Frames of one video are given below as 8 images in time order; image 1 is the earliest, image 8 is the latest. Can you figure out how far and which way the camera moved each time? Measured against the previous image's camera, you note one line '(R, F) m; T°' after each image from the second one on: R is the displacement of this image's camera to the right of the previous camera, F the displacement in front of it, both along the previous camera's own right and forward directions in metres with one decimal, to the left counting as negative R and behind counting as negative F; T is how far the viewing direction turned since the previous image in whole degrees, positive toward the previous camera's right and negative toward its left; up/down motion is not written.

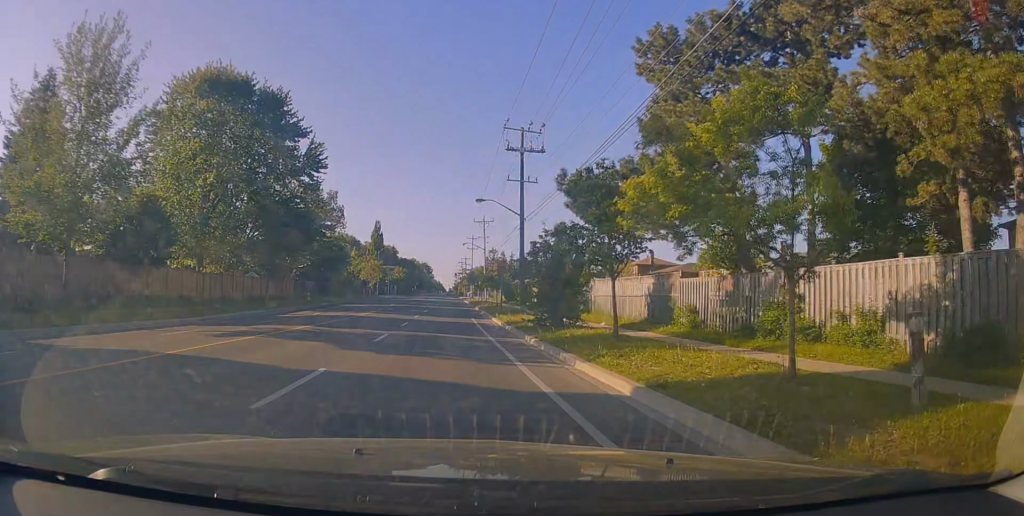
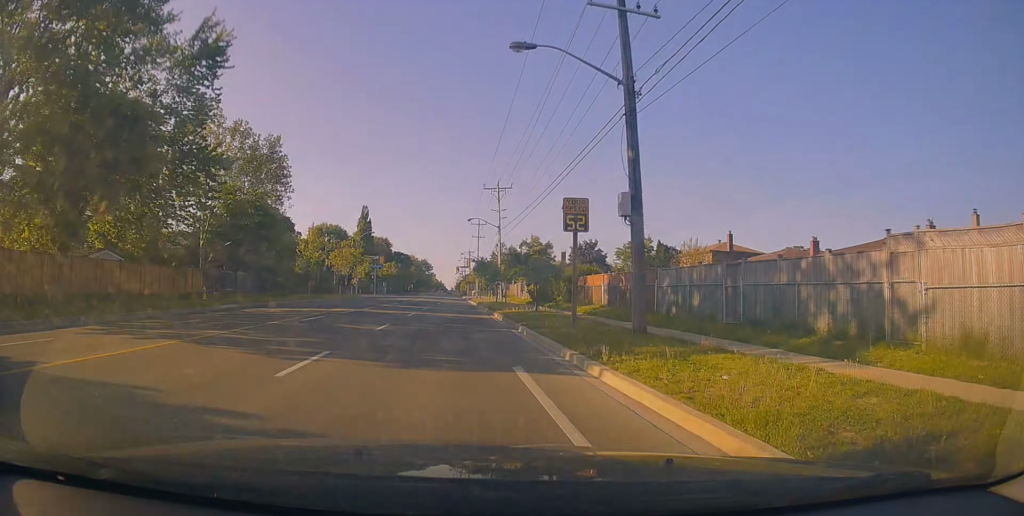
(-0.1, +25.4) m; +1°
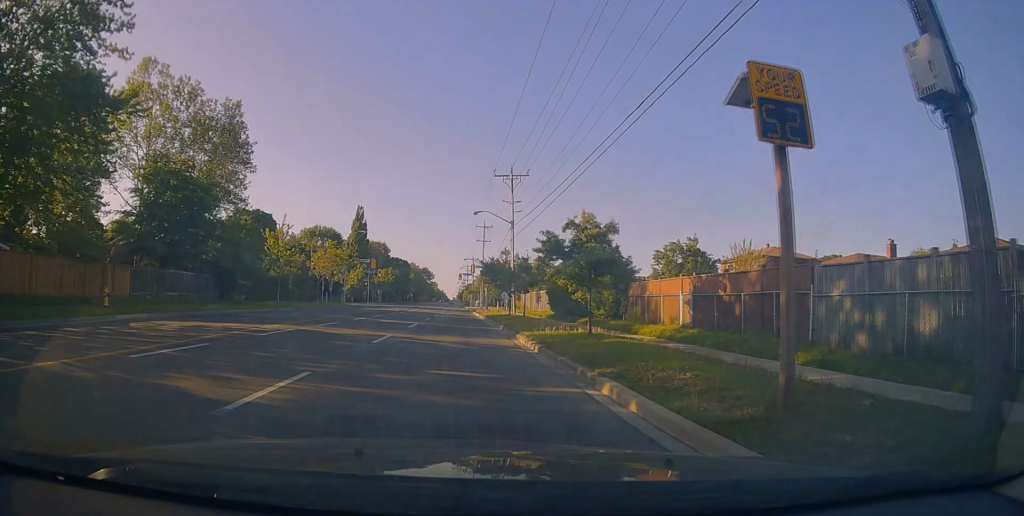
(+0.1, +10.9) m; 0°
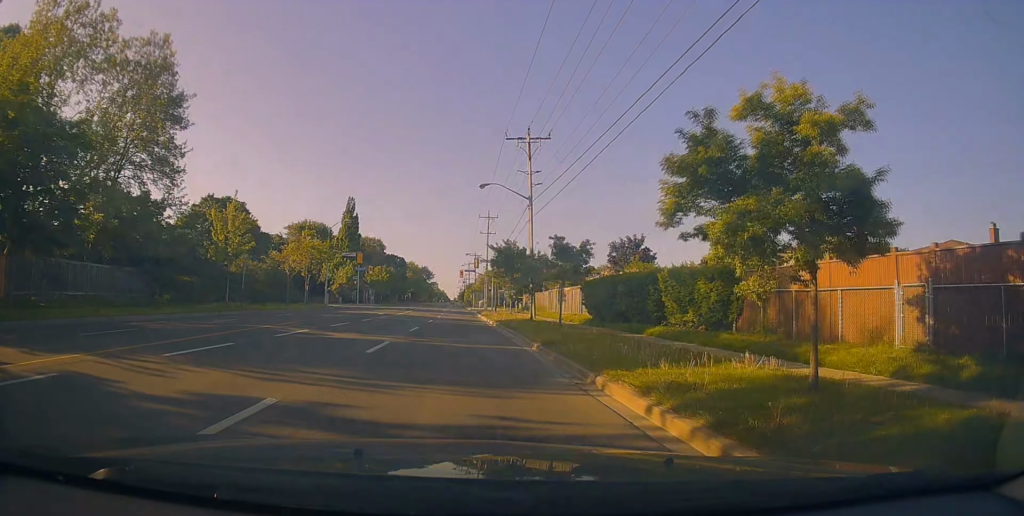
(-0.1, +11.4) m; -1°
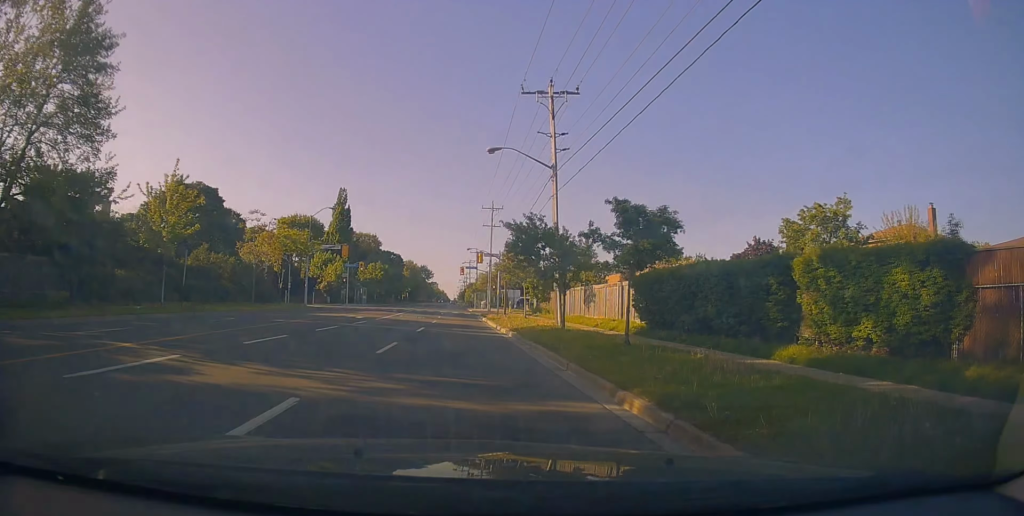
(-0.2, +9.1) m; 0°
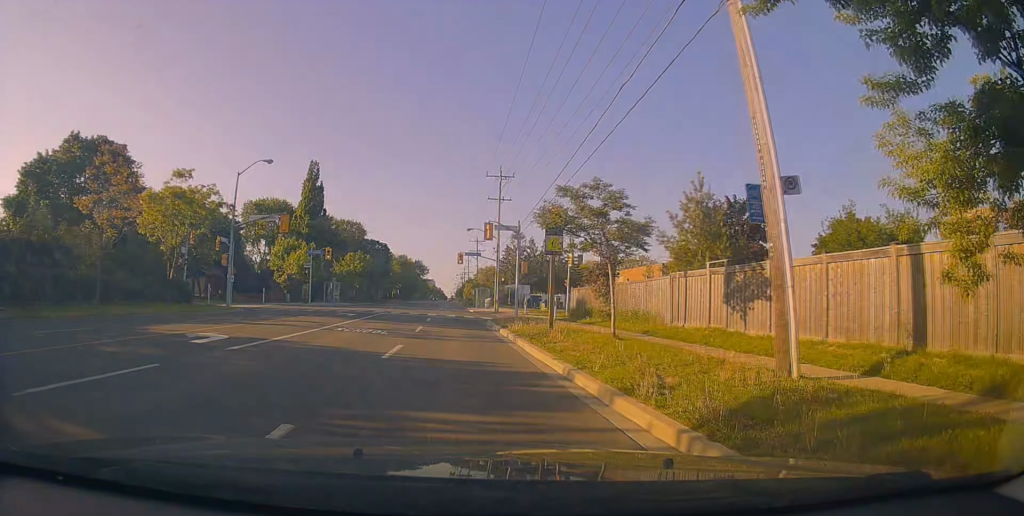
(0.0, +19.4) m; -1°
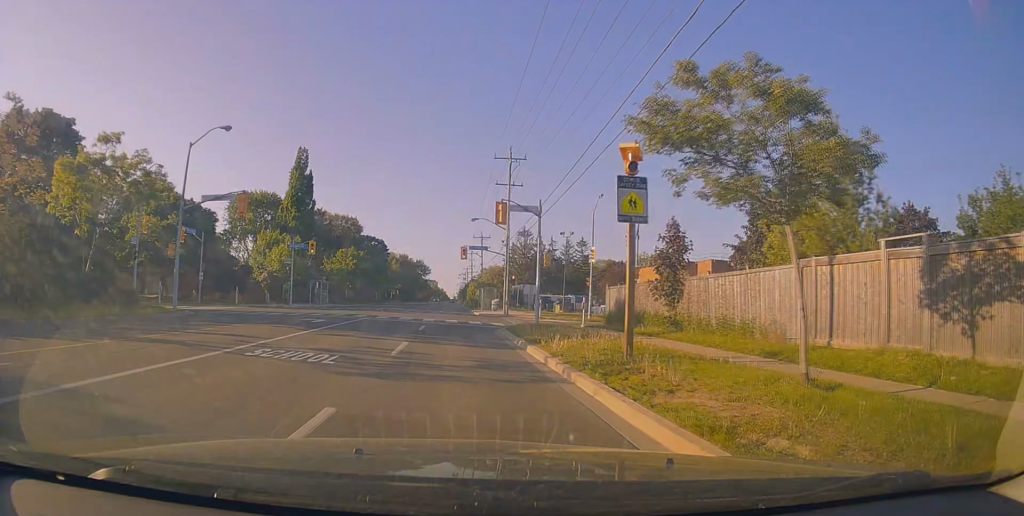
(-0.2, +8.0) m; 0°
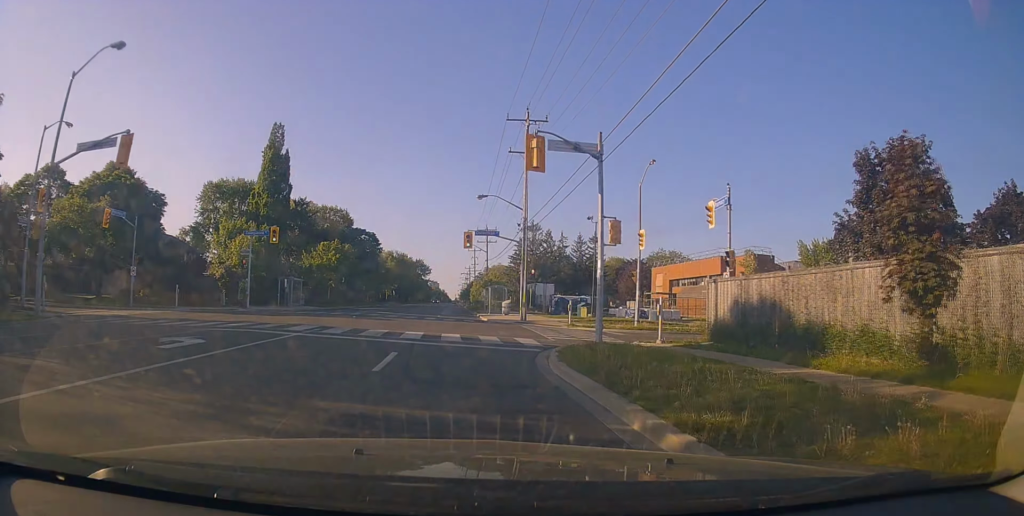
(+0.2, +12.3) m; 0°
